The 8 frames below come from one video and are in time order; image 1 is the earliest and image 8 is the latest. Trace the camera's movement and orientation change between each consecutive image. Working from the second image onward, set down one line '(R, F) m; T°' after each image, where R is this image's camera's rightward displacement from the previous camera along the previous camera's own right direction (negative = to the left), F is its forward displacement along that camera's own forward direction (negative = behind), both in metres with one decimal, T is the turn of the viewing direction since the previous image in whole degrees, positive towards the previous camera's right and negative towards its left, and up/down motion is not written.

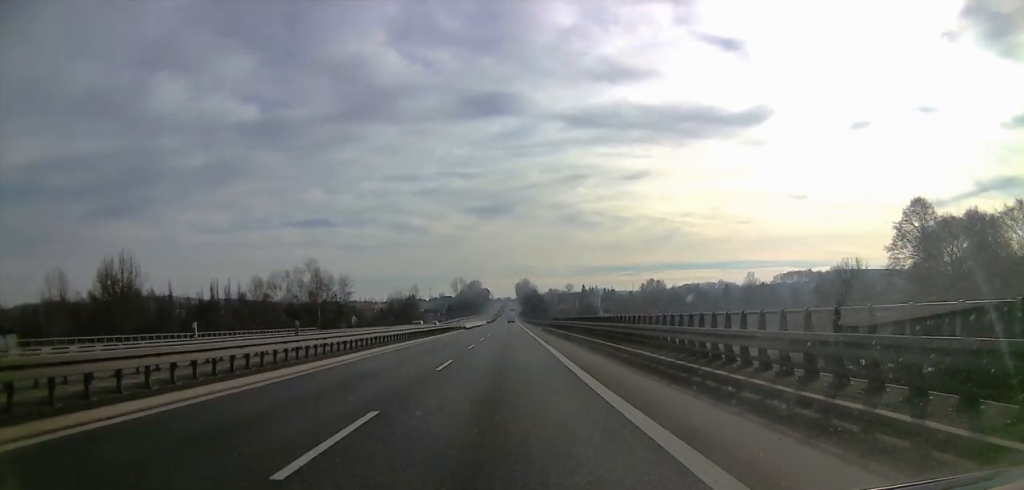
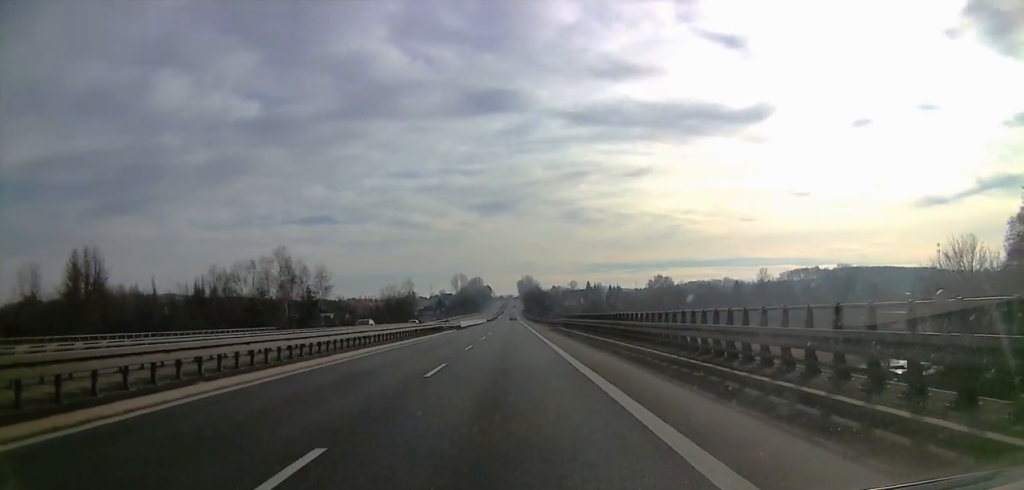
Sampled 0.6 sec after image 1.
(0.0, +15.2) m; 0°
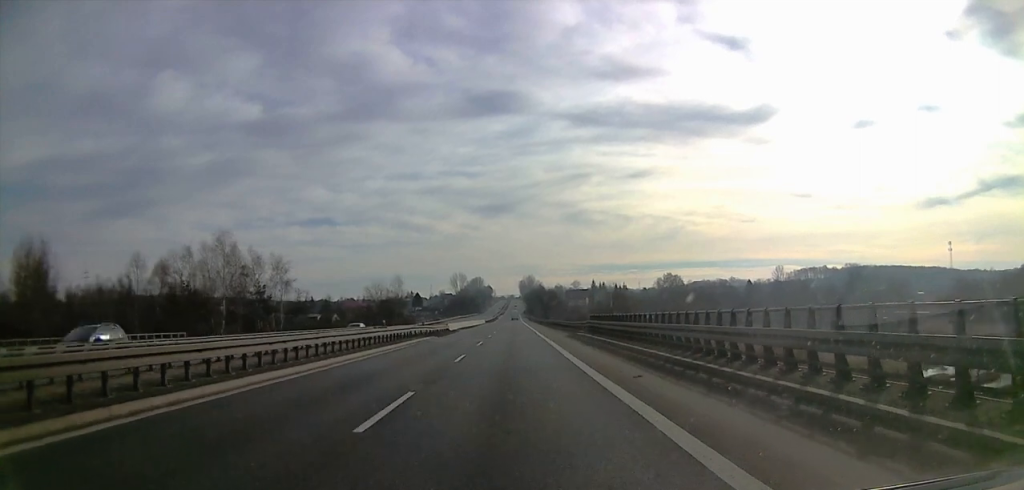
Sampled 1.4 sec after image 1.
(-0.1, +19.8) m; 0°
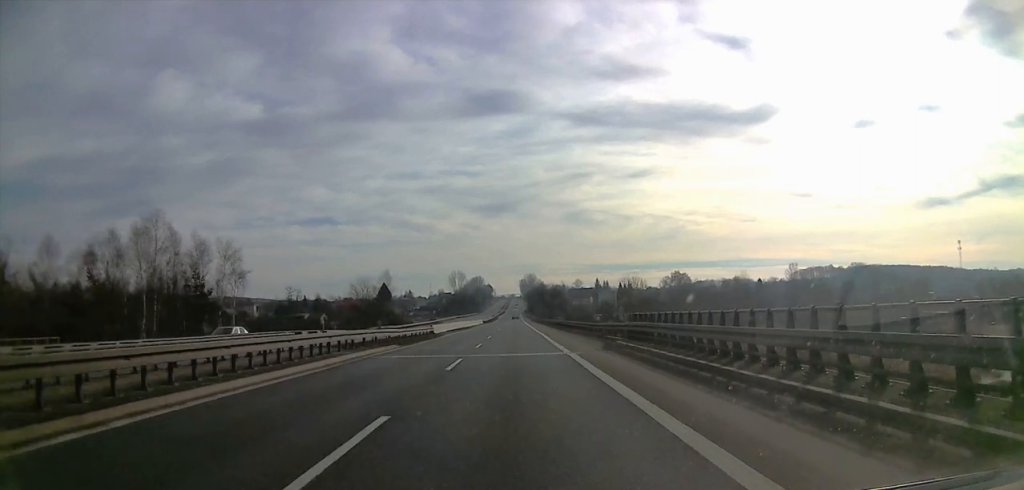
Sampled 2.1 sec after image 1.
(0.0, +15.3) m; 0°
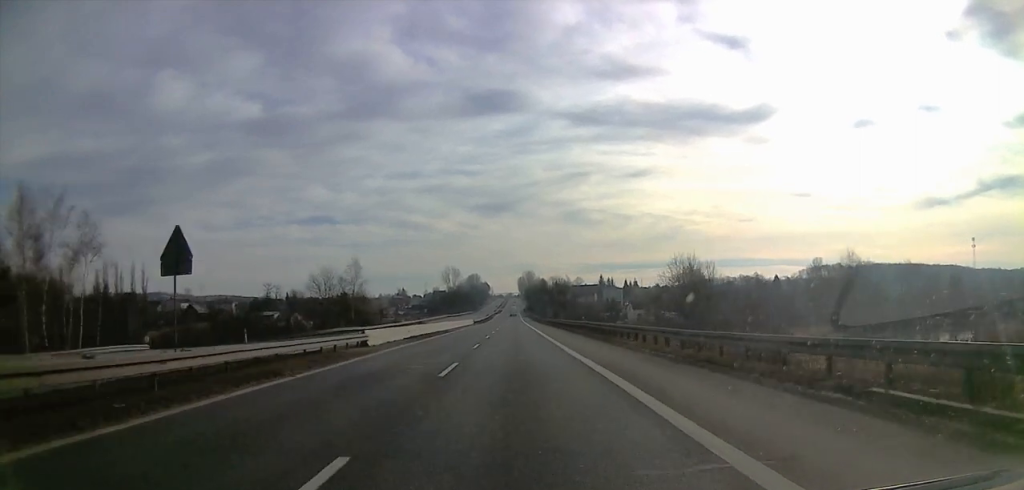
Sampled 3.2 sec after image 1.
(+0.1, +25.4) m; 0°
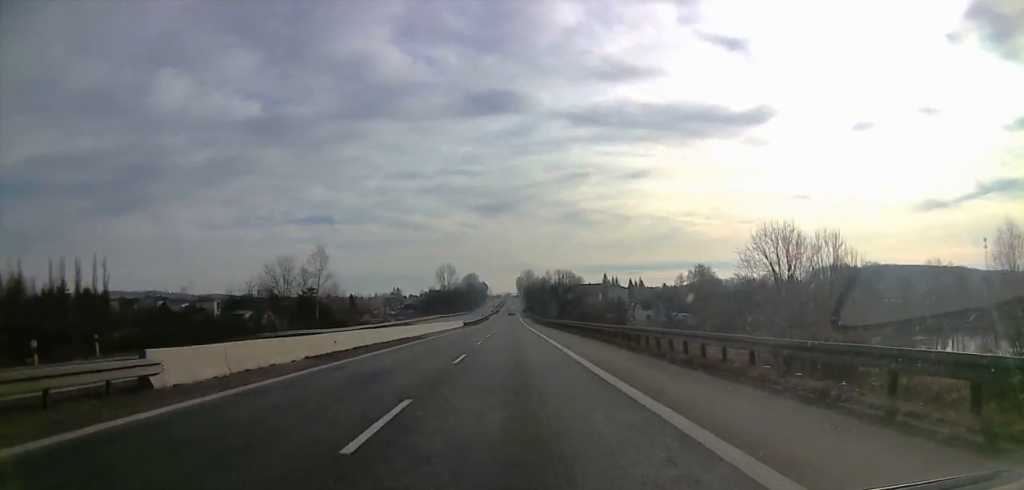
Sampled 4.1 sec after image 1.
(0.0, +20.0) m; 0°
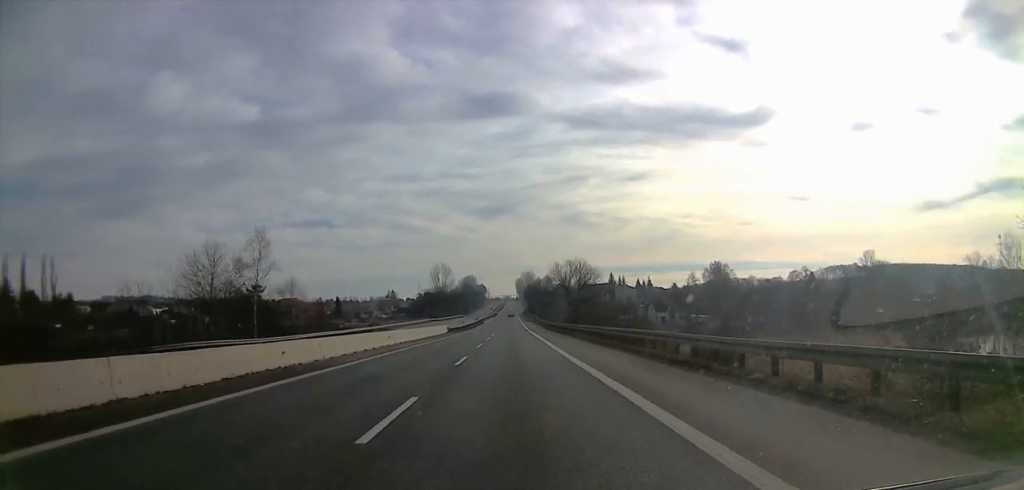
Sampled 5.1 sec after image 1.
(0.0, +21.0) m; 0°
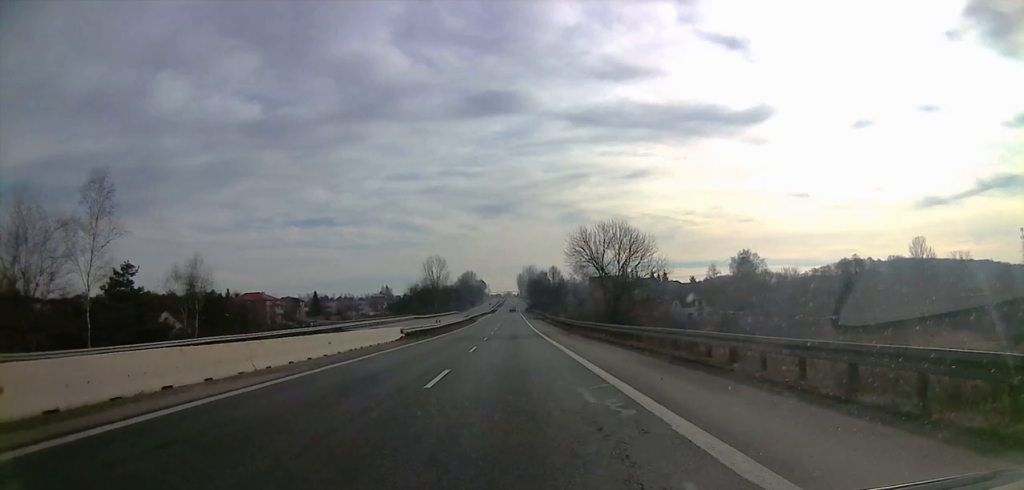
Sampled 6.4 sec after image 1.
(+0.1, +26.4) m; 0°
